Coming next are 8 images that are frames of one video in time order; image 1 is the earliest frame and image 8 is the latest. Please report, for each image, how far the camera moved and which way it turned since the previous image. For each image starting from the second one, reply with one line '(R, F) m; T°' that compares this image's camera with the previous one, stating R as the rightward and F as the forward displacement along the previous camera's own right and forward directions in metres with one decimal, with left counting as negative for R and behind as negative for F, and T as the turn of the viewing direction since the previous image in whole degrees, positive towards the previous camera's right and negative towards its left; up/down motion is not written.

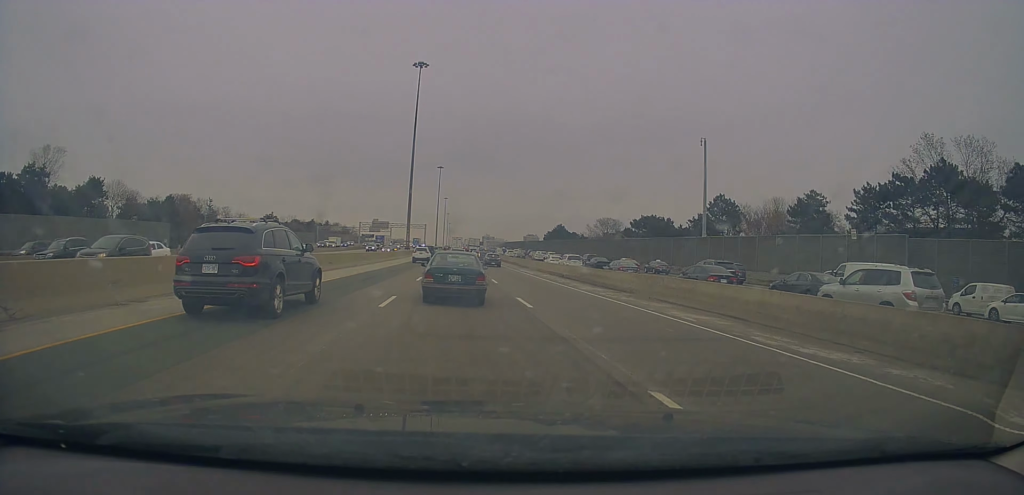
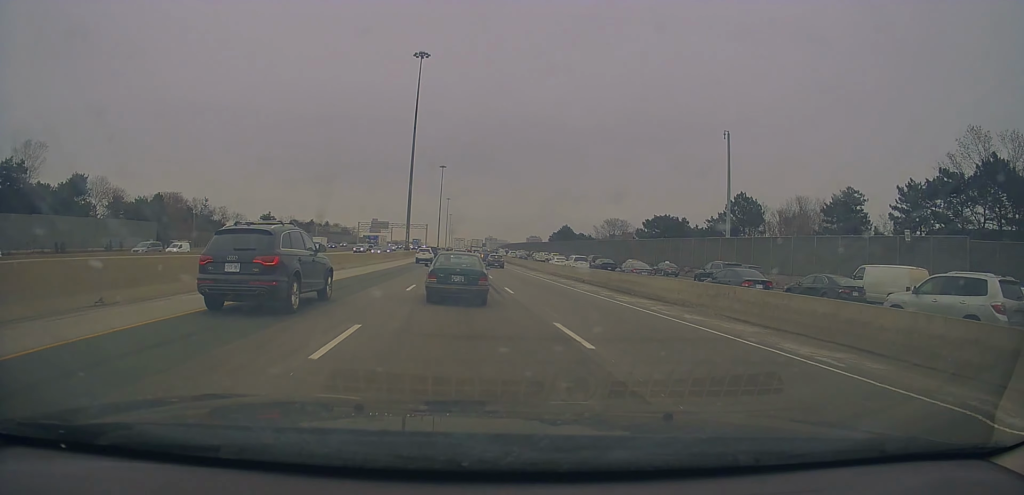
(+0.1, +6.2) m; 0°
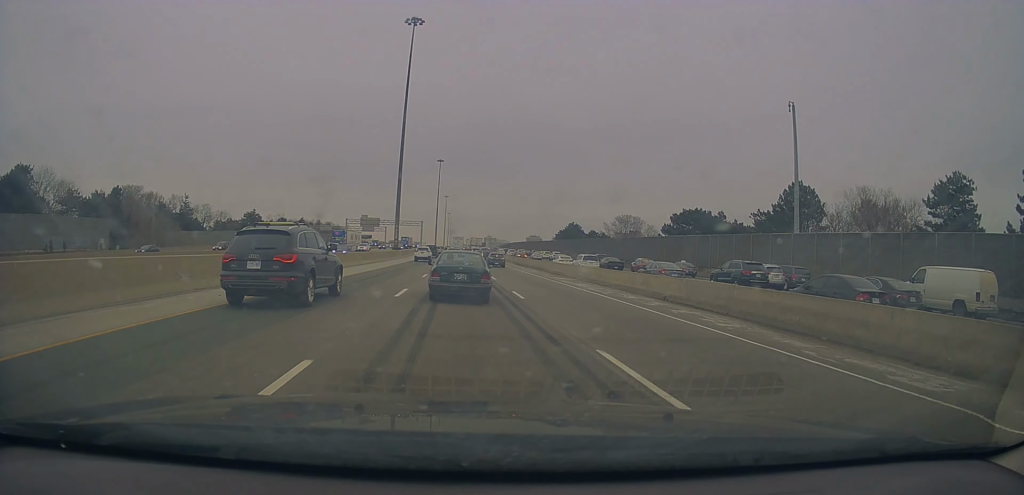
(-0.3, +14.7) m; -1°
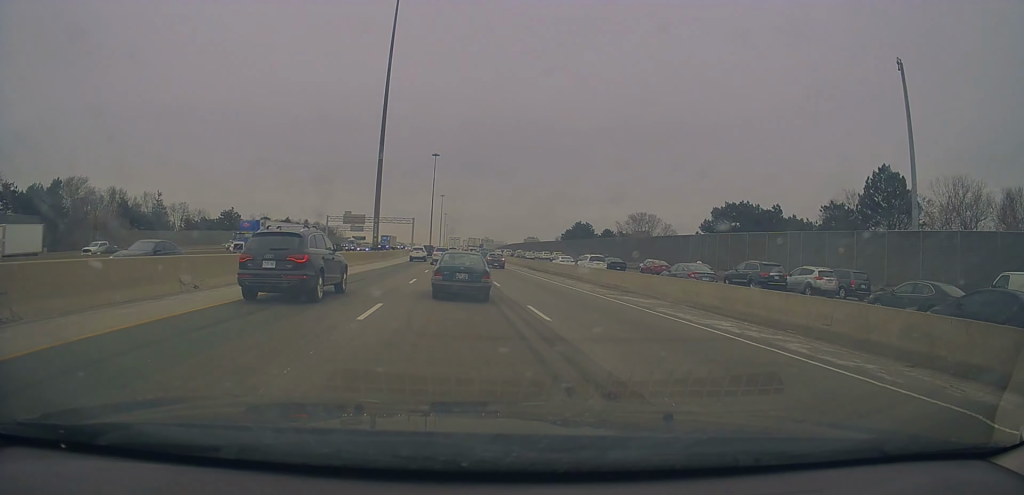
(+0.4, +17.3) m; +1°
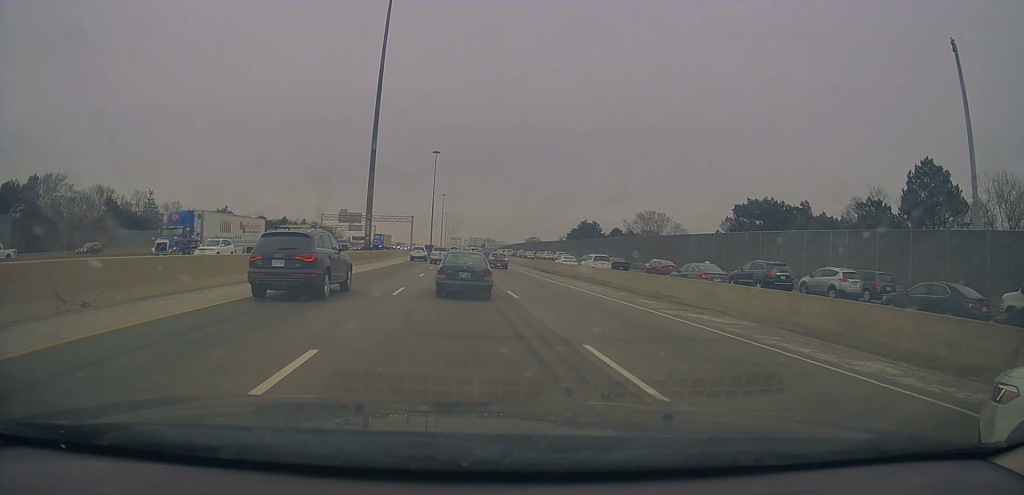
(0.0, +6.3) m; 0°
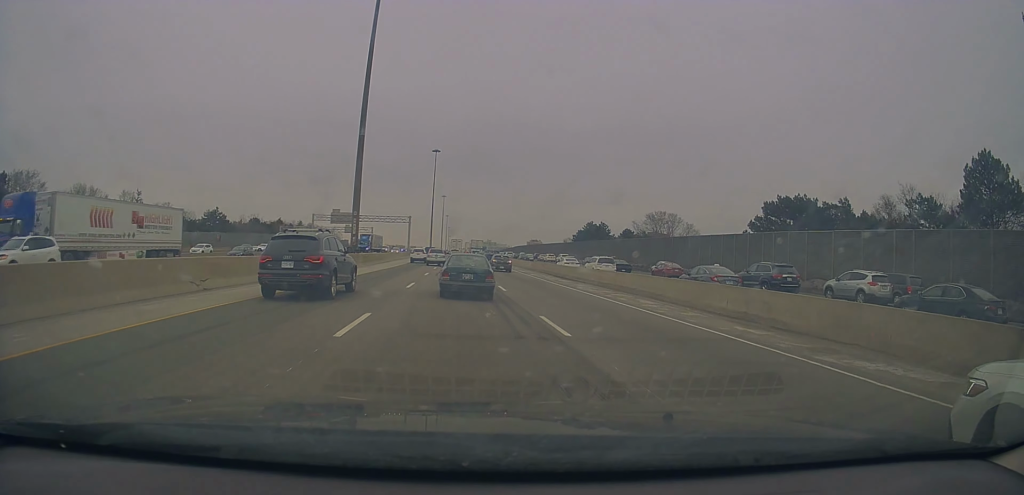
(-0.4, +8.7) m; 0°
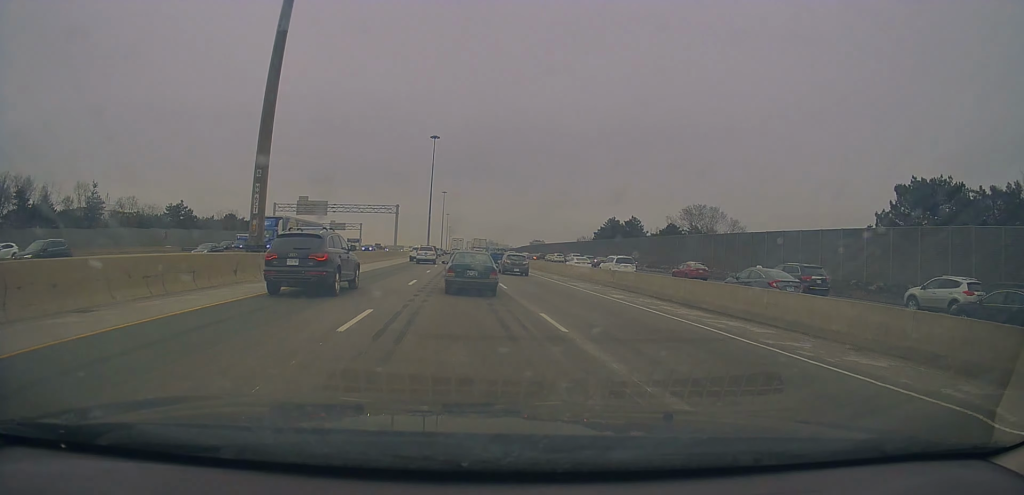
(+0.5, +27.0) m; 0°
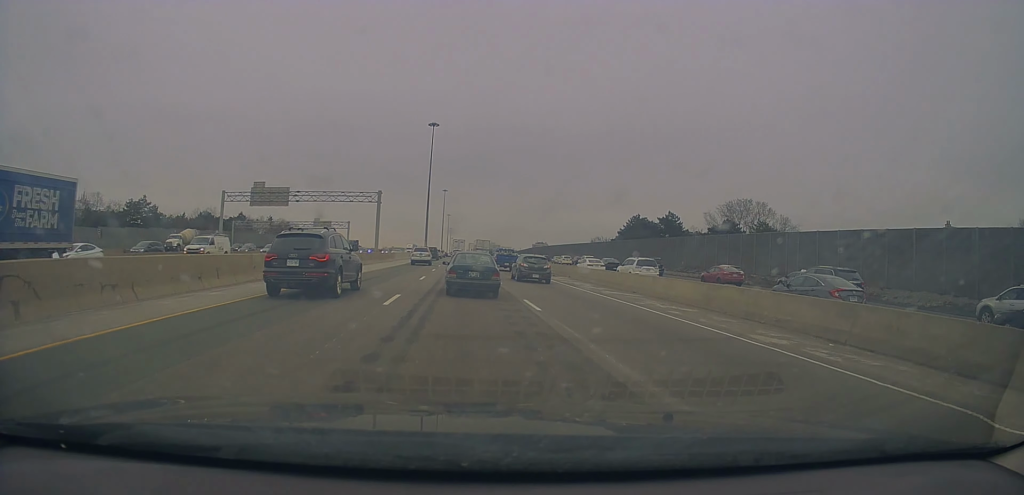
(-0.4, +23.4) m; -2°
